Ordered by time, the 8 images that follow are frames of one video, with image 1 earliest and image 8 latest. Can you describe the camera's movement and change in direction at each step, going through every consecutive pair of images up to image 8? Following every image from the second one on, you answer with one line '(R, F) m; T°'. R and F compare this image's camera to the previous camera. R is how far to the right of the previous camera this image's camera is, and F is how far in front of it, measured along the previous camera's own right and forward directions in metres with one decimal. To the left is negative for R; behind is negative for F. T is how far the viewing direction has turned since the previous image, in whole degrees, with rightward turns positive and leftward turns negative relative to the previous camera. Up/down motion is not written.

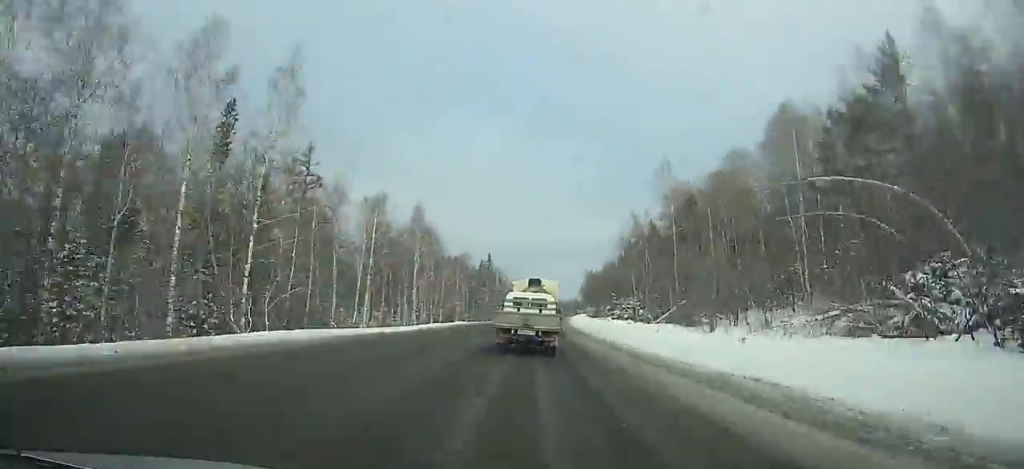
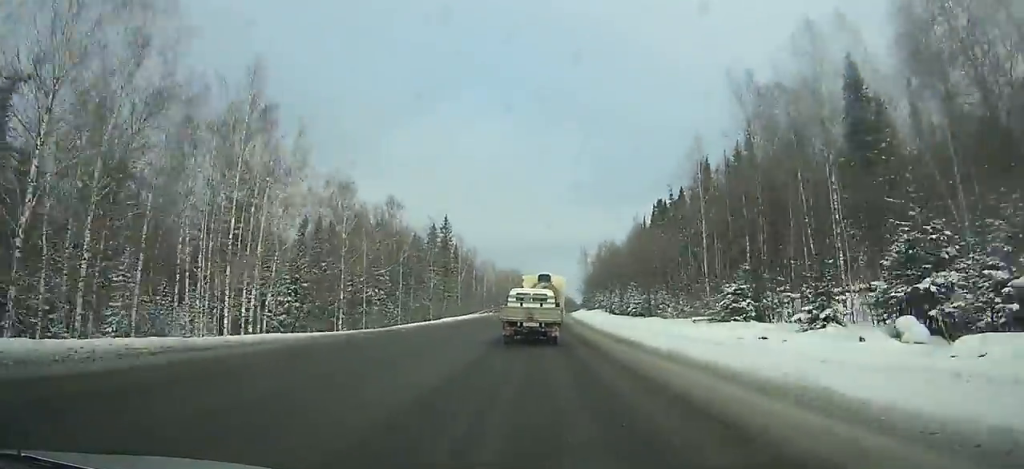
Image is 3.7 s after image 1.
(+1.6, +60.0) m; +3°
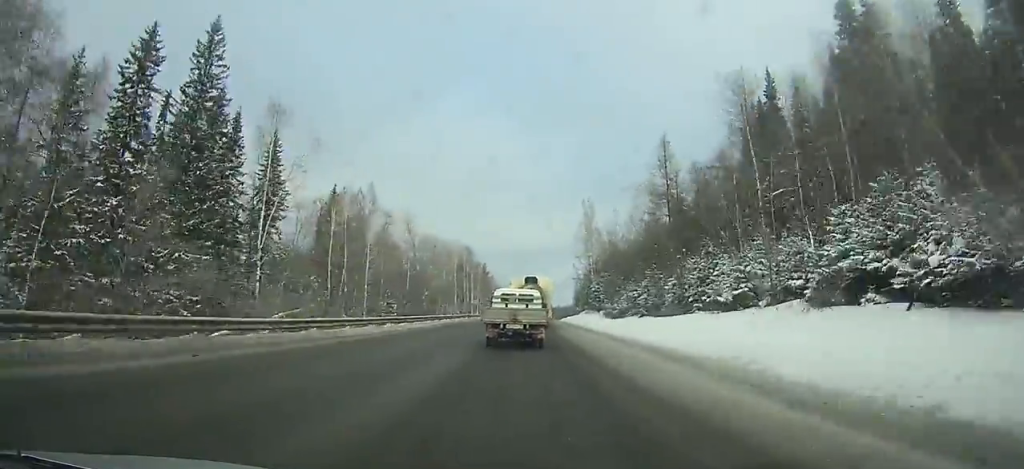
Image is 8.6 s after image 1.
(+2.2, +79.0) m; +2°
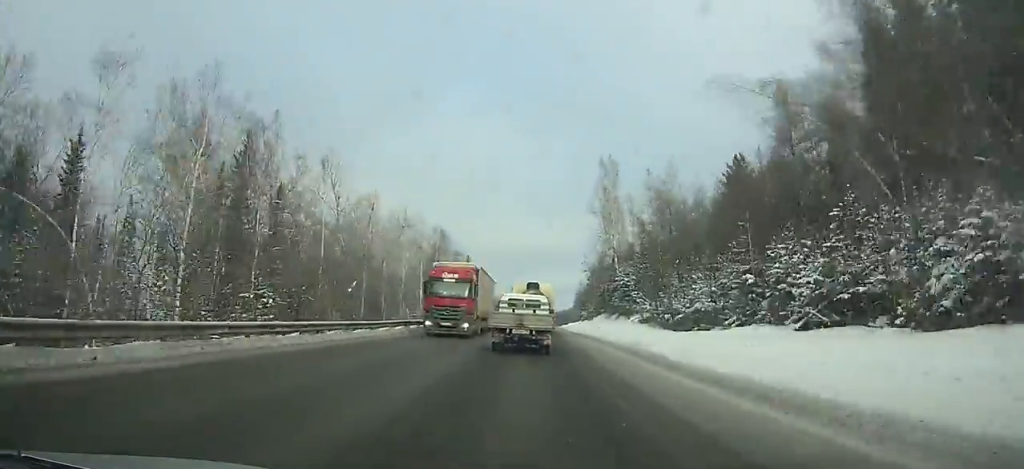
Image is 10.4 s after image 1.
(+0.2, +29.2) m; 0°
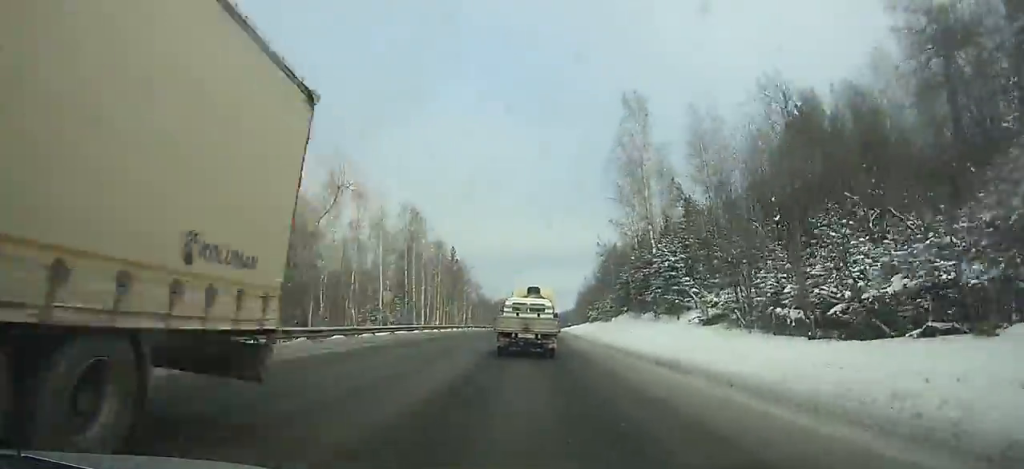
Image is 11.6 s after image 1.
(0.0, +19.5) m; 0°
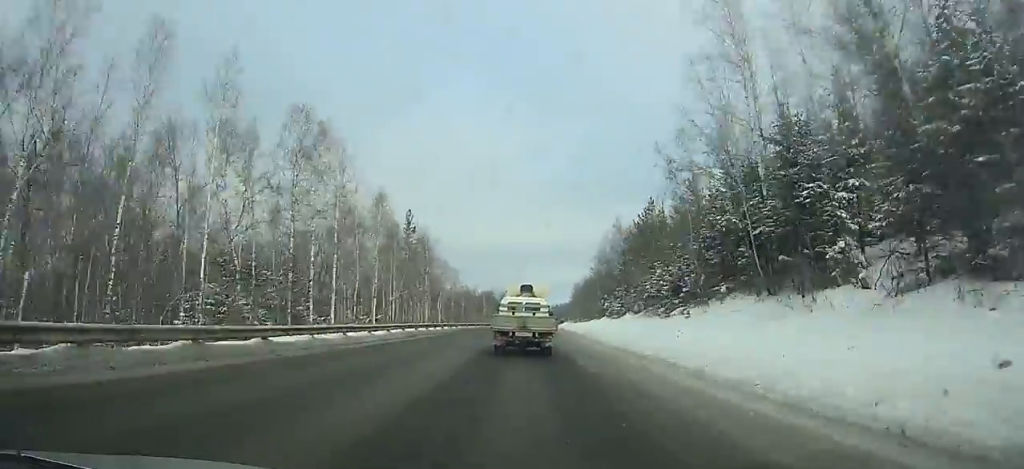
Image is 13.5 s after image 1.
(0.0, +31.0) m; 0°
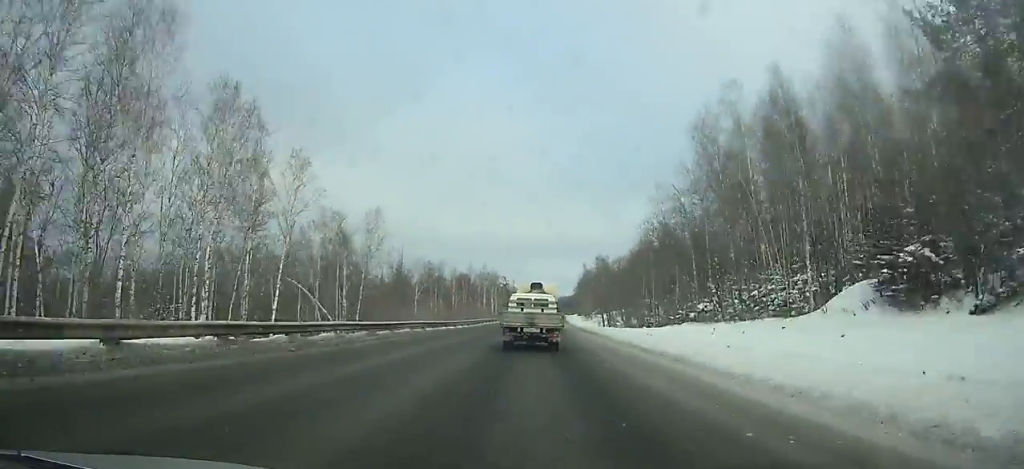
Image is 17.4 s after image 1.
(+1.1, +64.3) m; +2°
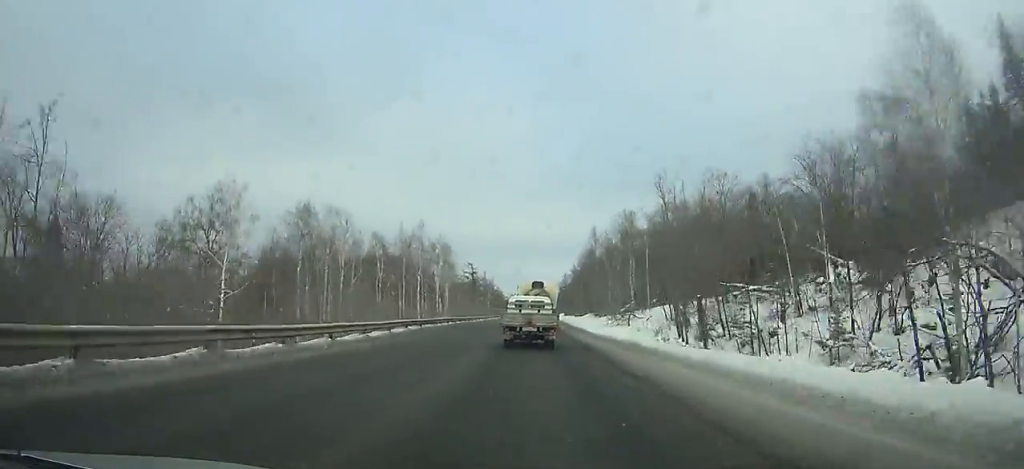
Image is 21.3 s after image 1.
(+1.0, +65.5) m; +1°
